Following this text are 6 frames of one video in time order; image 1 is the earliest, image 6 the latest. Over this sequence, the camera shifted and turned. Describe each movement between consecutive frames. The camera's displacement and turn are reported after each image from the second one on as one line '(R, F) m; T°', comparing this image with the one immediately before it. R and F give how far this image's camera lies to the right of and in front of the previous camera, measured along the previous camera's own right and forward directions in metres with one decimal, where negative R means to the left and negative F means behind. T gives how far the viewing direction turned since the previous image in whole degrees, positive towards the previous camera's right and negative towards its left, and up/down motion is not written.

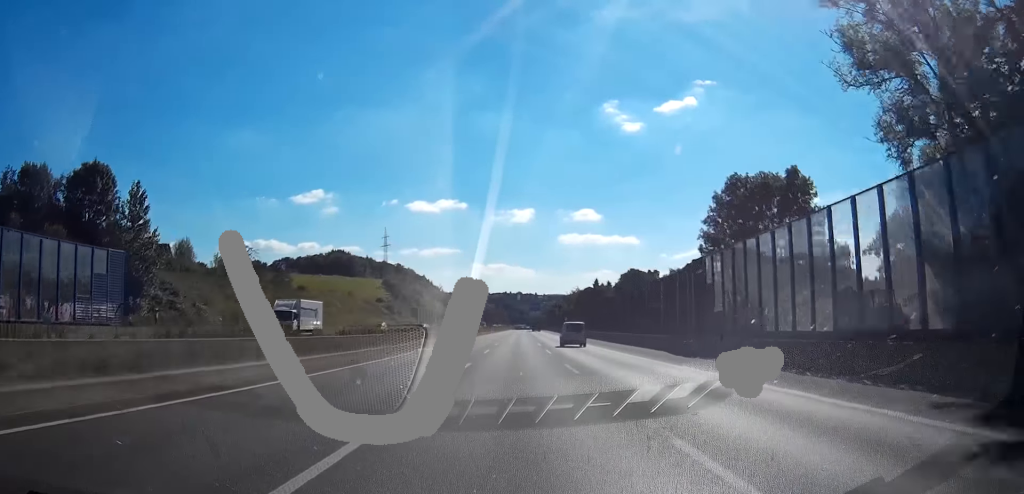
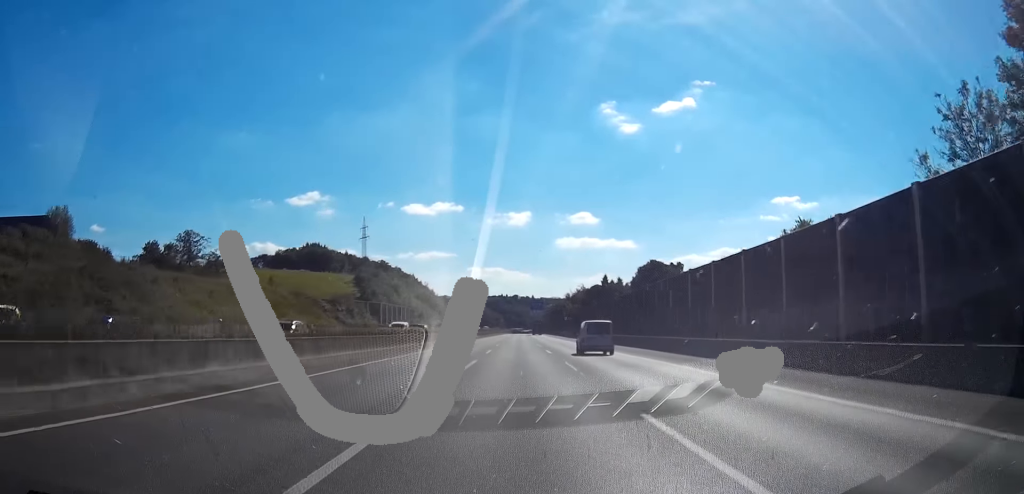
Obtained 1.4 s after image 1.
(-0.2, +50.8) m; 0°
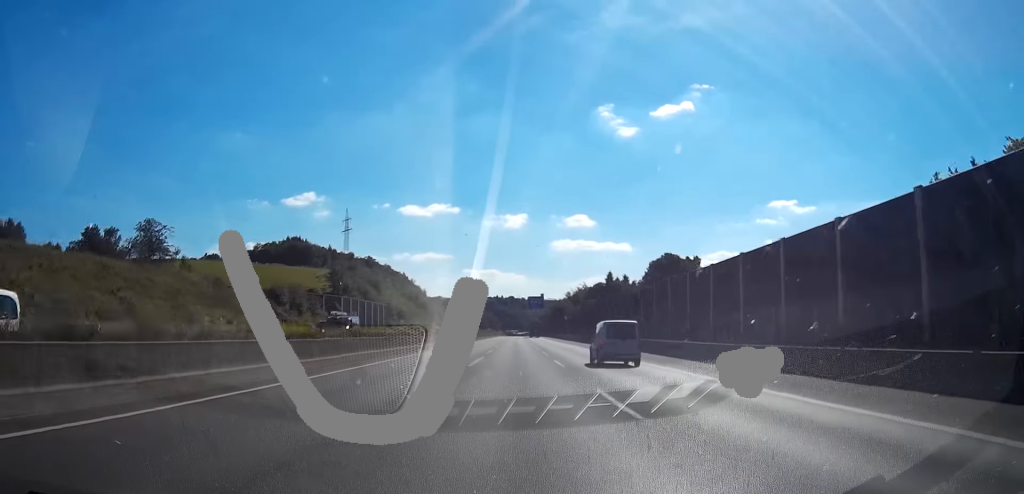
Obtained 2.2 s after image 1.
(0.0, +30.1) m; 0°
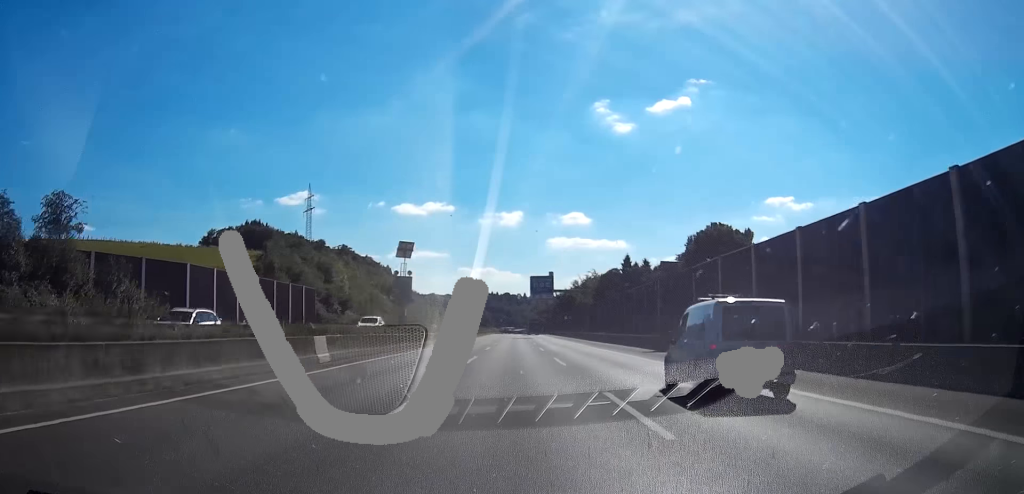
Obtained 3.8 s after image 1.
(+0.2, +56.5) m; 0°
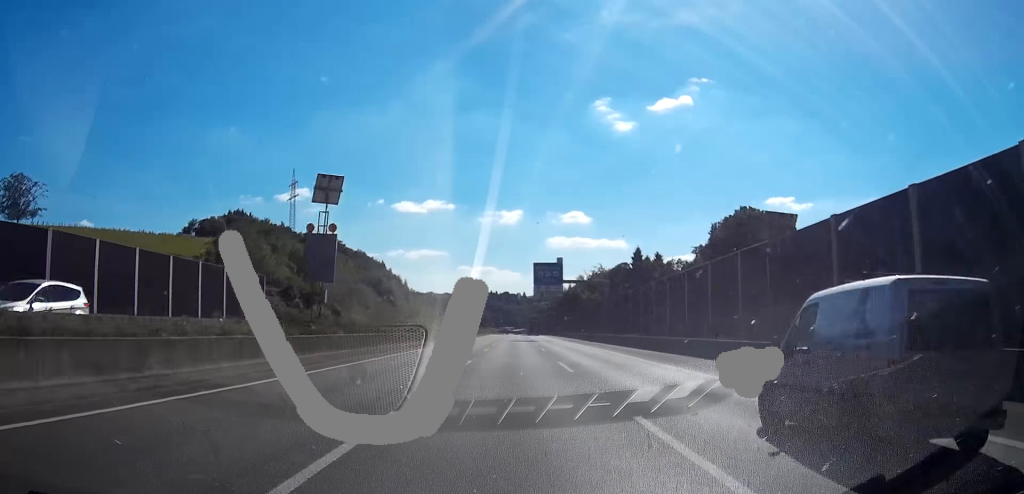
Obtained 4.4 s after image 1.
(0.0, +21.5) m; 0°
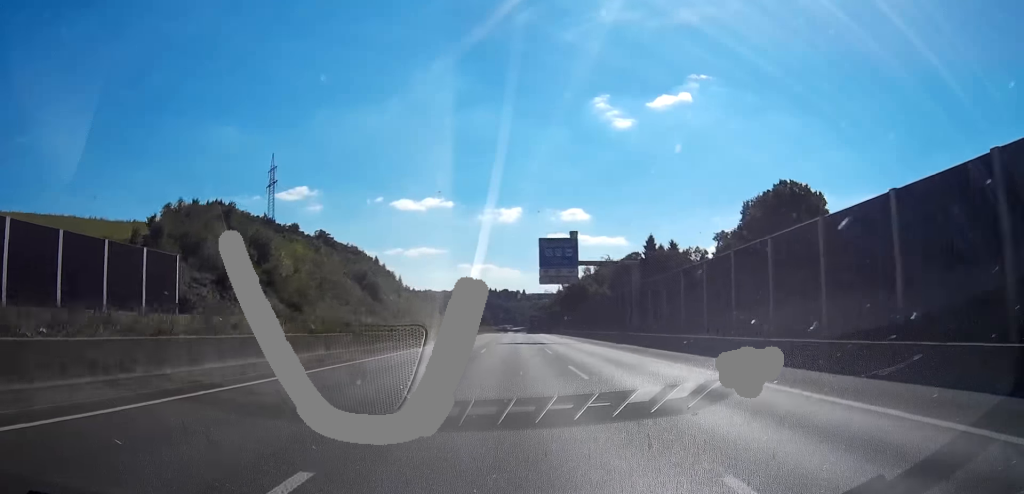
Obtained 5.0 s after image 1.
(-0.1, +22.5) m; 0°
